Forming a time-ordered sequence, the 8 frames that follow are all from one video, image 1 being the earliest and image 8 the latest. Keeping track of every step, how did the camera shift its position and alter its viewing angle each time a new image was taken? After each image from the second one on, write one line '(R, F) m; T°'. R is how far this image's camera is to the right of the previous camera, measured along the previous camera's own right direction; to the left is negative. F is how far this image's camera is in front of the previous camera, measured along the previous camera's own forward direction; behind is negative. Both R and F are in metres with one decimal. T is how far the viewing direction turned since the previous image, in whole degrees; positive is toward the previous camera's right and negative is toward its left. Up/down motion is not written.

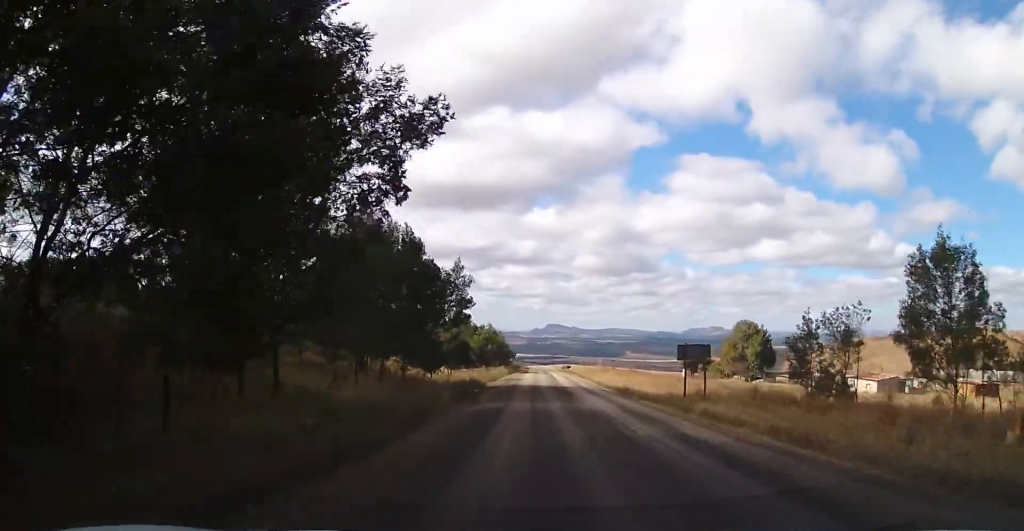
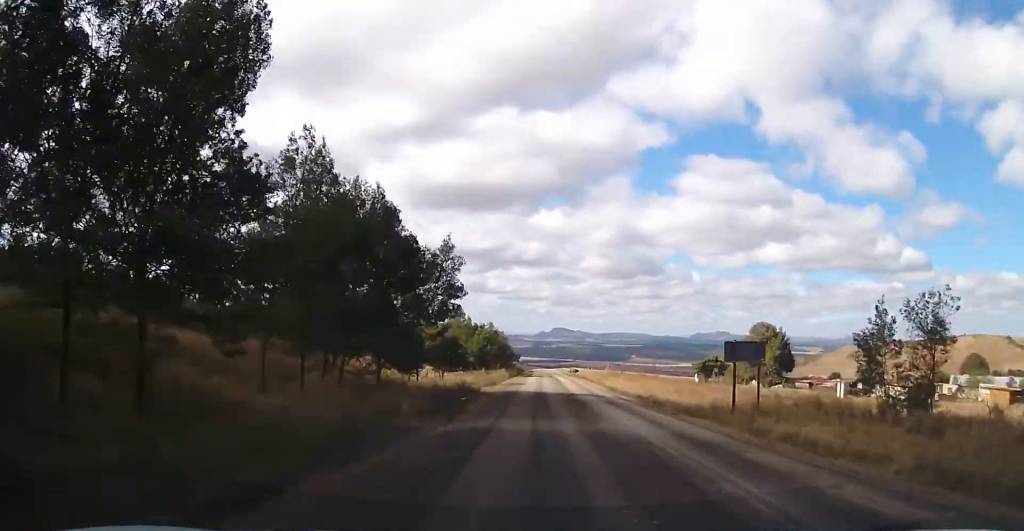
(+0.2, +7.2) m; 0°
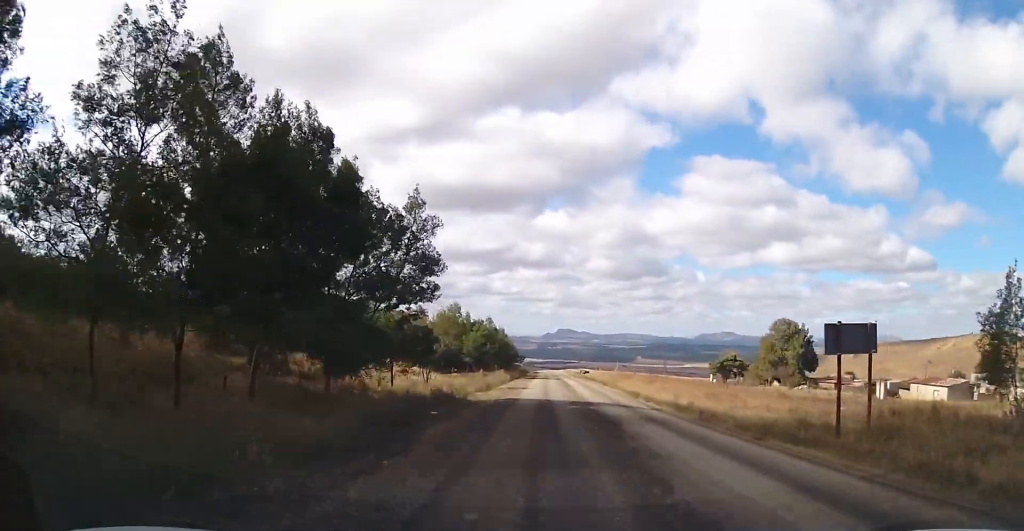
(+0.2, +8.2) m; 0°
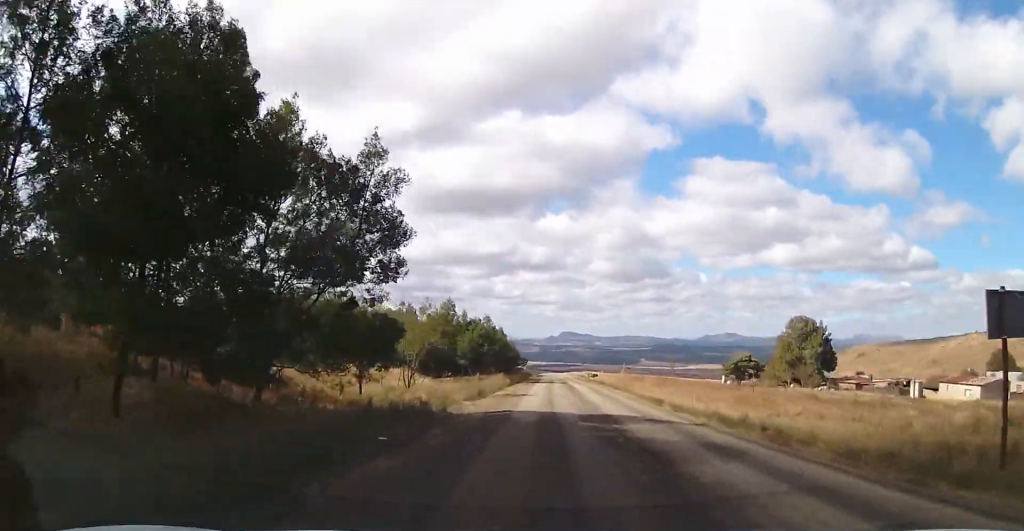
(-0.2, +6.3) m; -1°
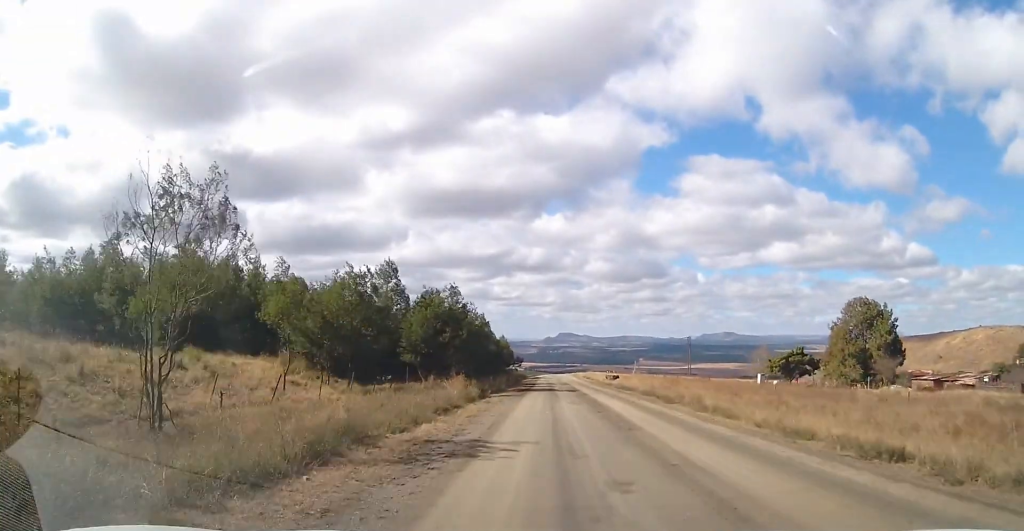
(-0.3, +22.3) m; -3°
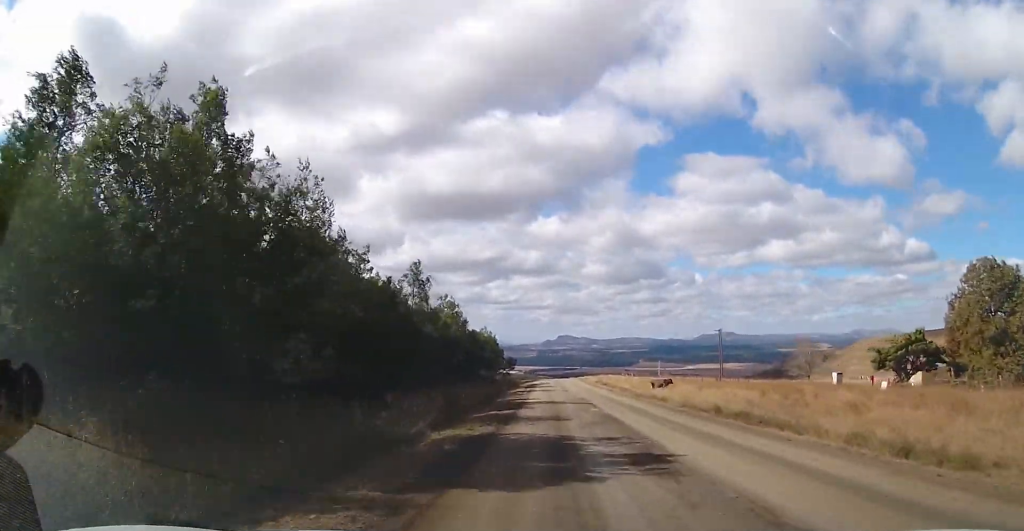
(-0.1, +28.4) m; +1°
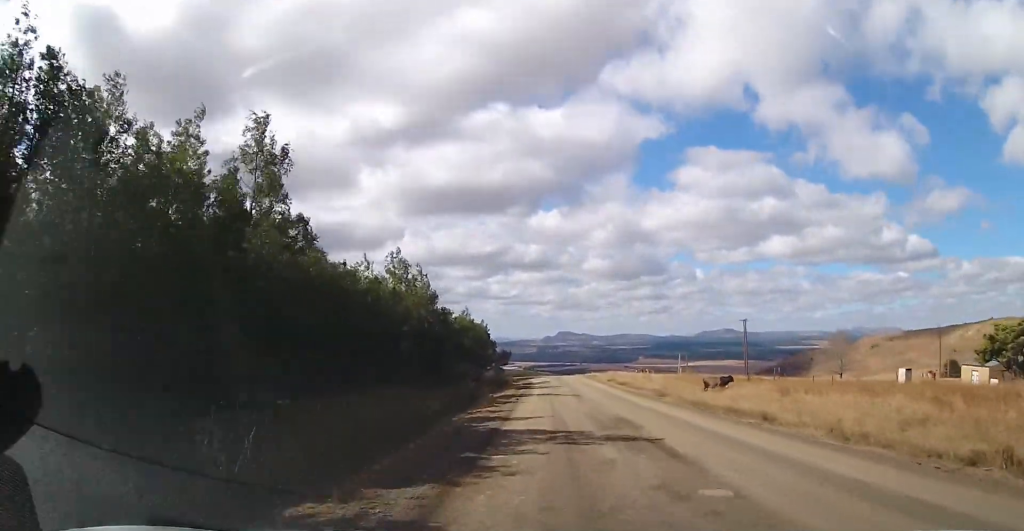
(+0.2, +15.9) m; +2°
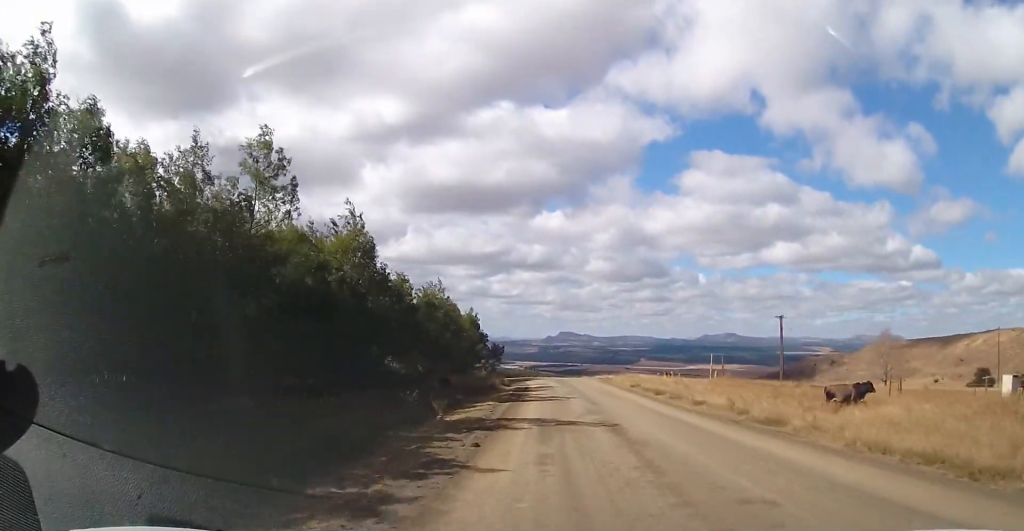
(+0.3, +16.8) m; +1°
